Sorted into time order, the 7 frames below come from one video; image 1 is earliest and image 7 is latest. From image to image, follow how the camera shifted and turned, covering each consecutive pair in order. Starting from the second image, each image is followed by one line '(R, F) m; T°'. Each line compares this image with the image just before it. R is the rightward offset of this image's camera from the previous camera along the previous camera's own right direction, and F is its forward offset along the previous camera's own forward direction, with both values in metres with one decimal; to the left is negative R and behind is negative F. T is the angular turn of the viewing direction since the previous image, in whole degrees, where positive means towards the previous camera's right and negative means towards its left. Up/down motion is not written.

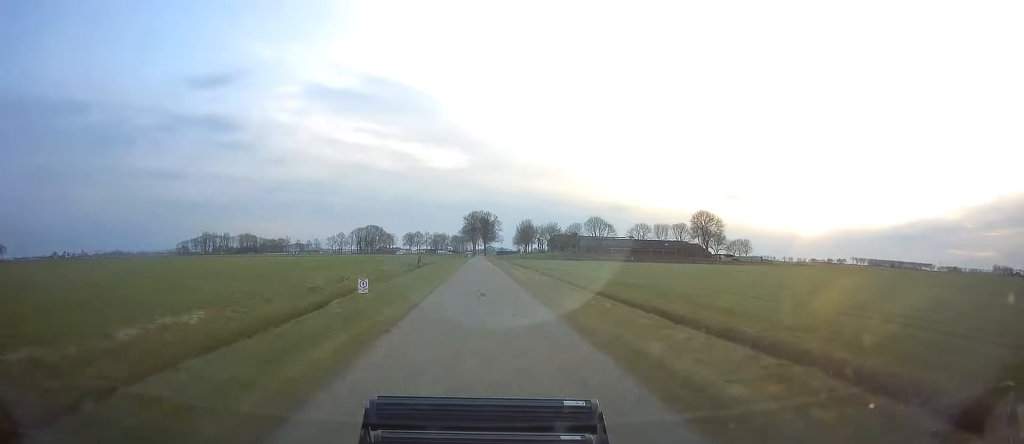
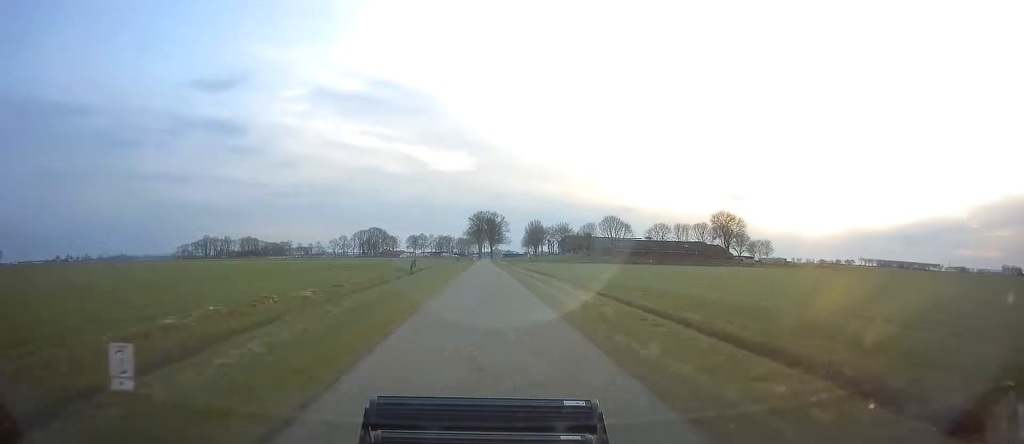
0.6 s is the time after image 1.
(-0.1, +14.1) m; -1°
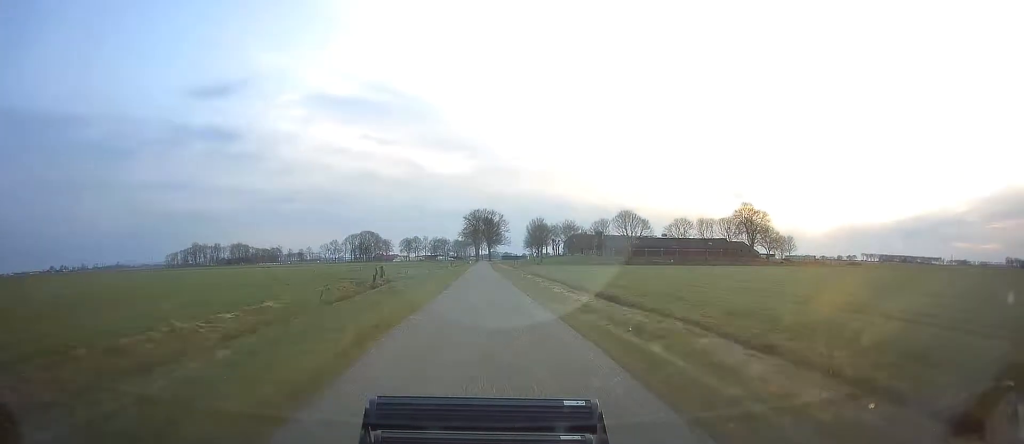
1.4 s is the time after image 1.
(-0.1, +22.7) m; -1°
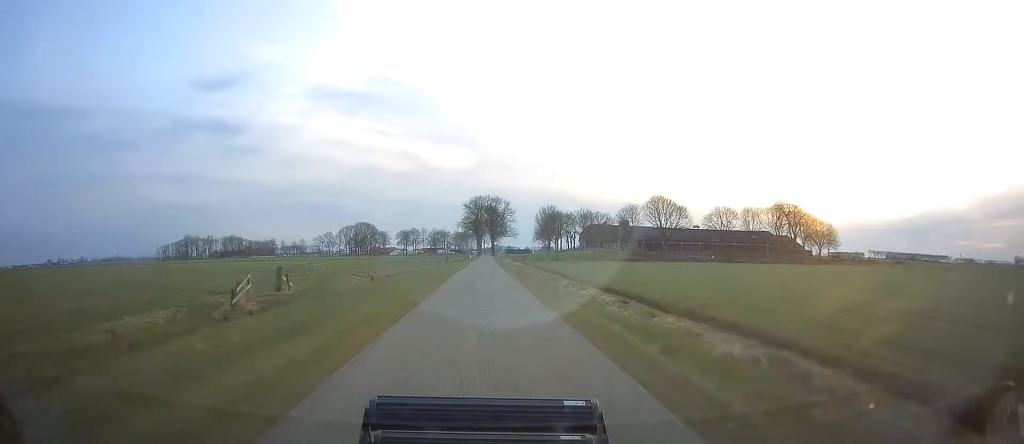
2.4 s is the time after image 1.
(-0.3, +27.5) m; 0°
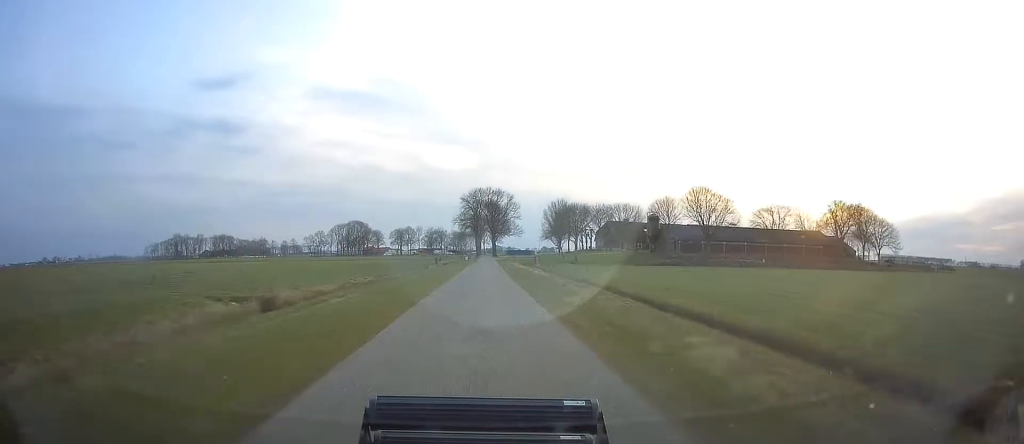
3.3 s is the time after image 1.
(+0.1, +25.1) m; 0°
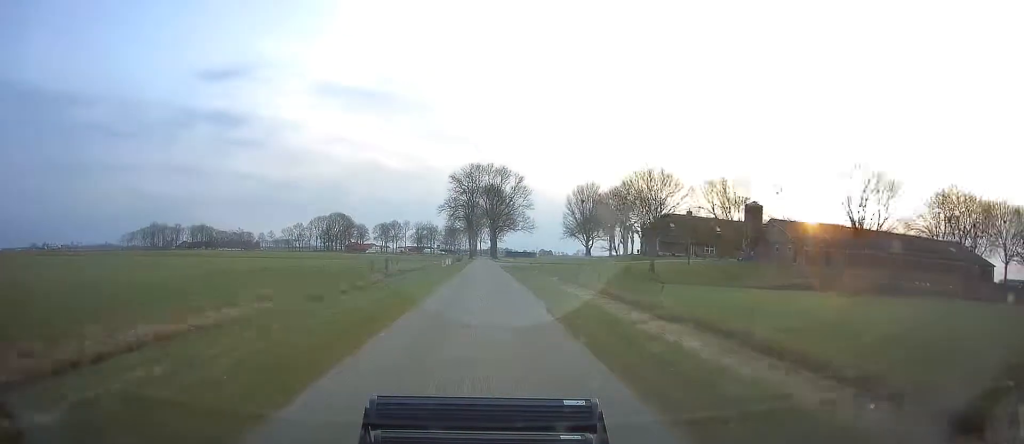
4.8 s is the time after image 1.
(-0.1, +45.0) m; 0°
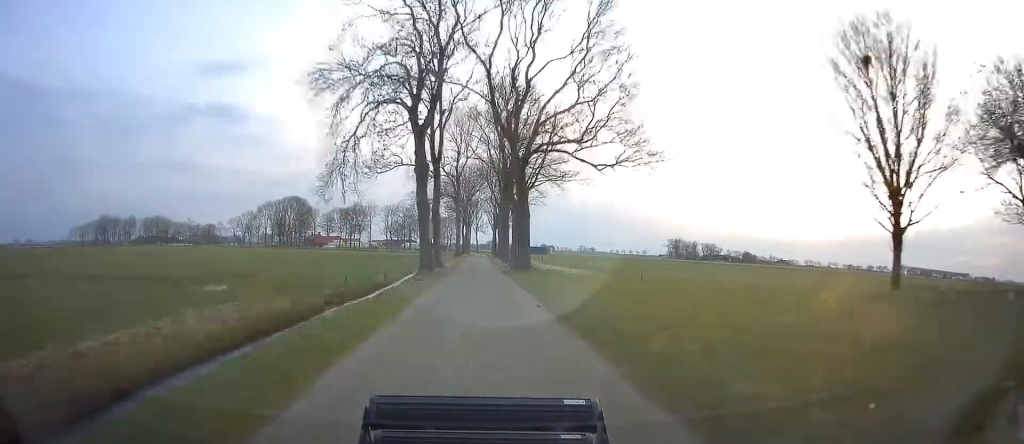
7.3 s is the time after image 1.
(+0.7, +86.3) m; 0°
